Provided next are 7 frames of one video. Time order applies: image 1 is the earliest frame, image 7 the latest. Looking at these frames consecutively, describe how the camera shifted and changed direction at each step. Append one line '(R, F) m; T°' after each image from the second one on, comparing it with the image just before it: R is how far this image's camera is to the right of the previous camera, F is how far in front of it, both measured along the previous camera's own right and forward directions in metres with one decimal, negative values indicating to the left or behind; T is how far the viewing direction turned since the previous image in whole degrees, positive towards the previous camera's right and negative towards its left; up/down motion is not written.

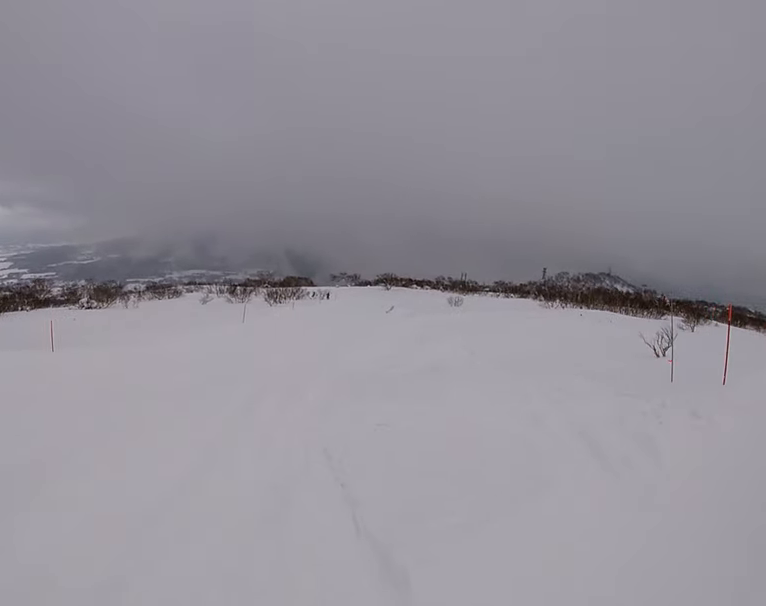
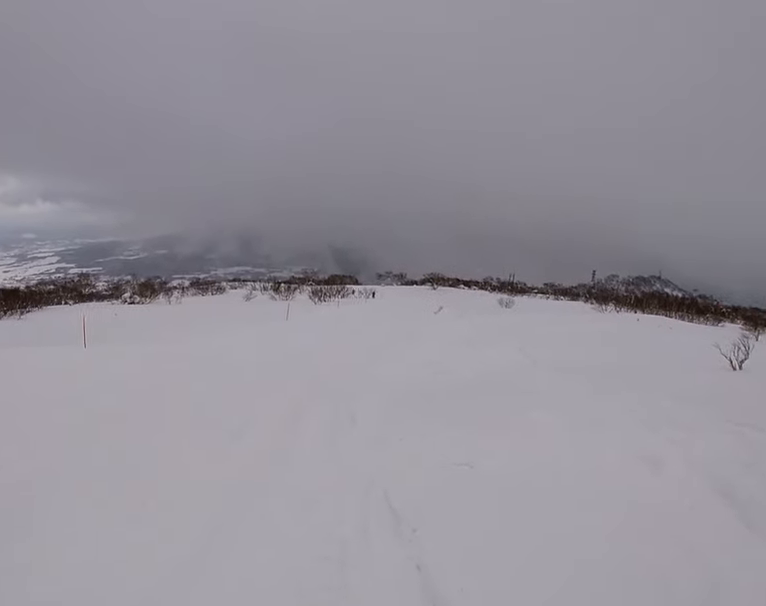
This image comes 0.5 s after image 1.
(0.0, +1.5) m; +5°
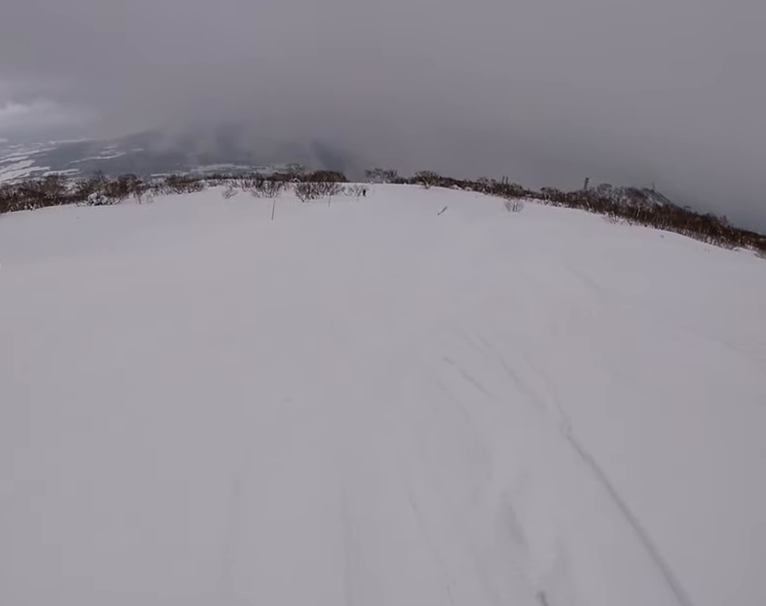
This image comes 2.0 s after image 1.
(+1.2, +6.1) m; +17°
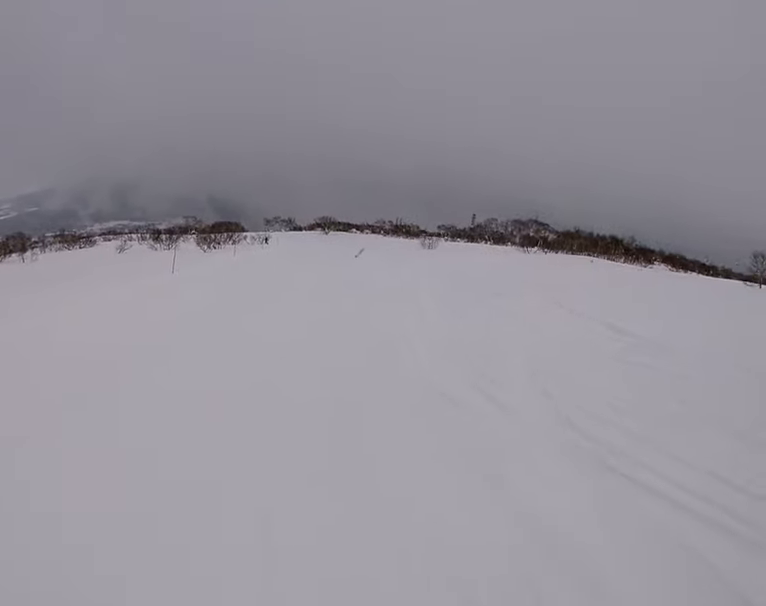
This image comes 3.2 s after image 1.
(-0.1, +7.2) m; -4°
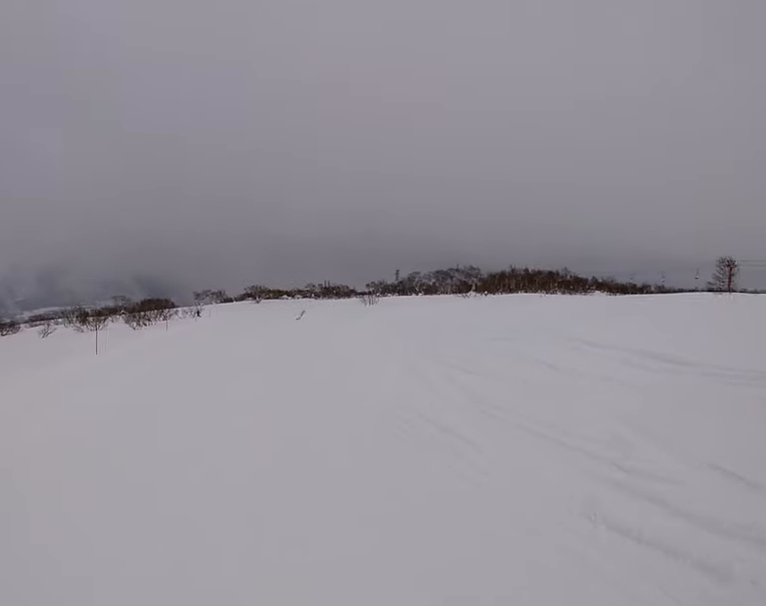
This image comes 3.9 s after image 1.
(-0.3, +4.4) m; +1°
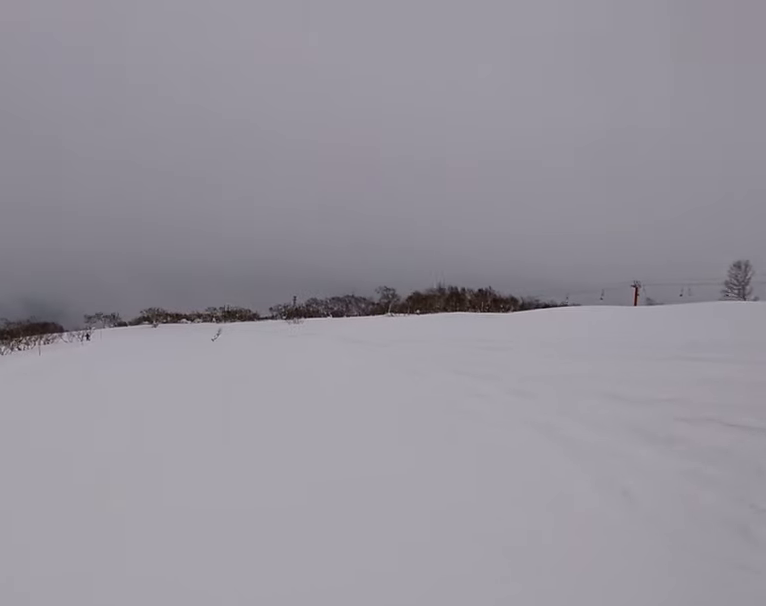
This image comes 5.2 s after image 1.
(+0.9, +9.5) m; +8°
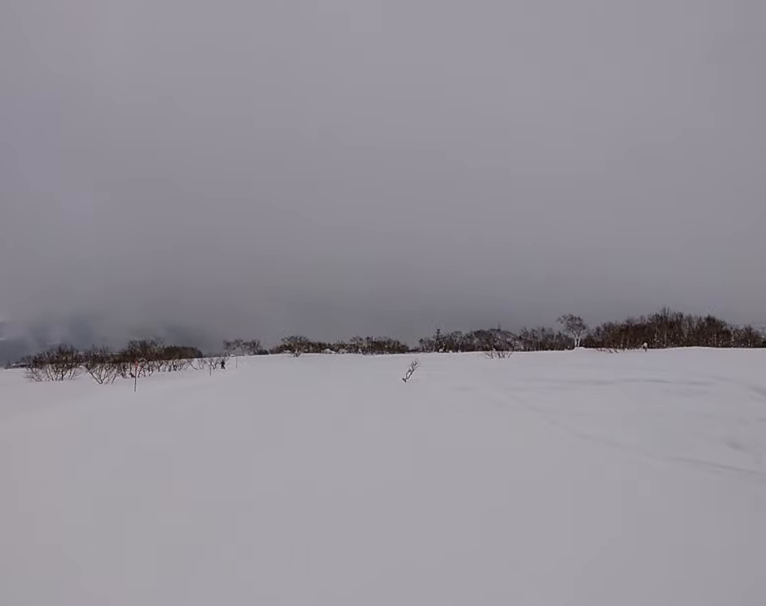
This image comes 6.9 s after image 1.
(-1.0, +13.1) m; -4°
